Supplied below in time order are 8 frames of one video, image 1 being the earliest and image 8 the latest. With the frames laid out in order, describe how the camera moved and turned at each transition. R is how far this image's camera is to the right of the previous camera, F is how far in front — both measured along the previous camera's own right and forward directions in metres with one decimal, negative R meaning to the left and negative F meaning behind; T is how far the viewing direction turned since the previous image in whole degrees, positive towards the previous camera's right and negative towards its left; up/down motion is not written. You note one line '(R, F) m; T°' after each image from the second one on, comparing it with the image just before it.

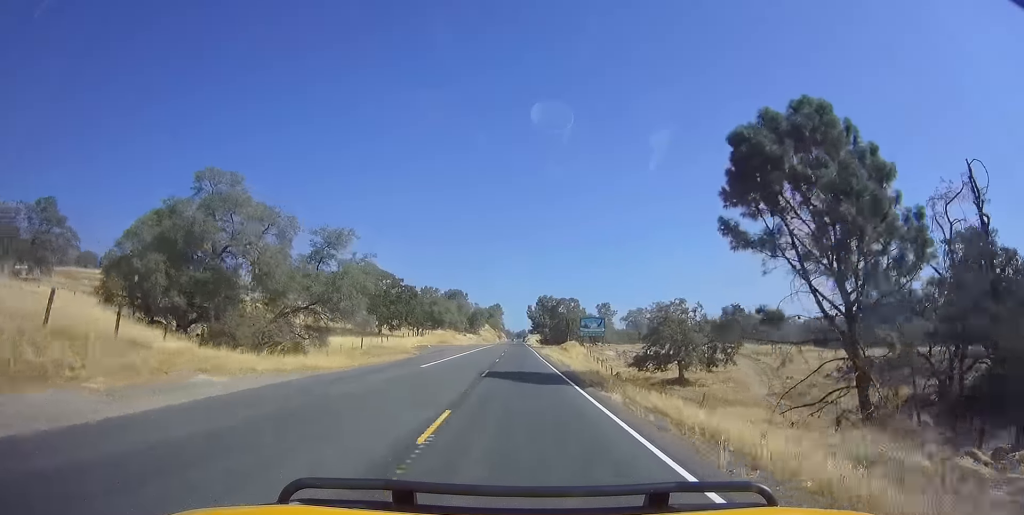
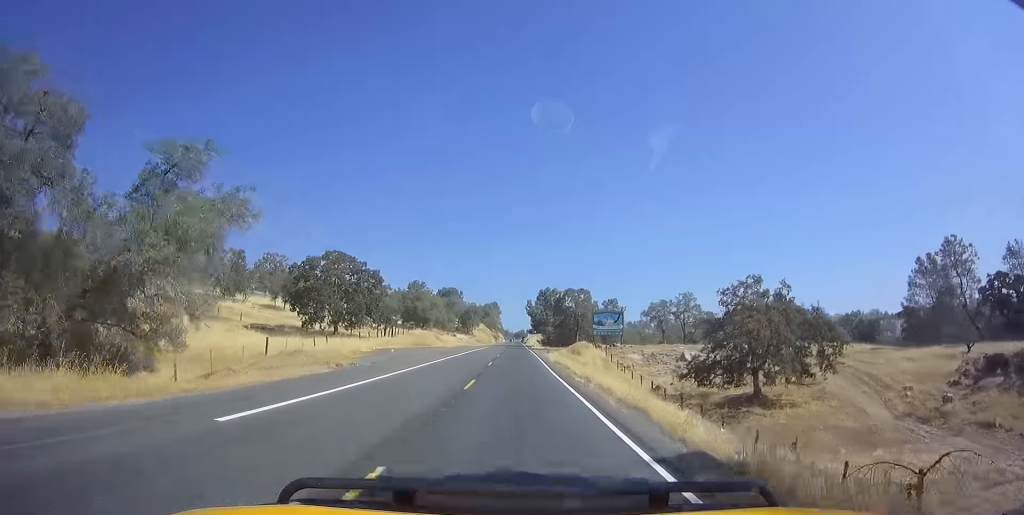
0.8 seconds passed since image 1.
(0.0, +19.7) m; 0°
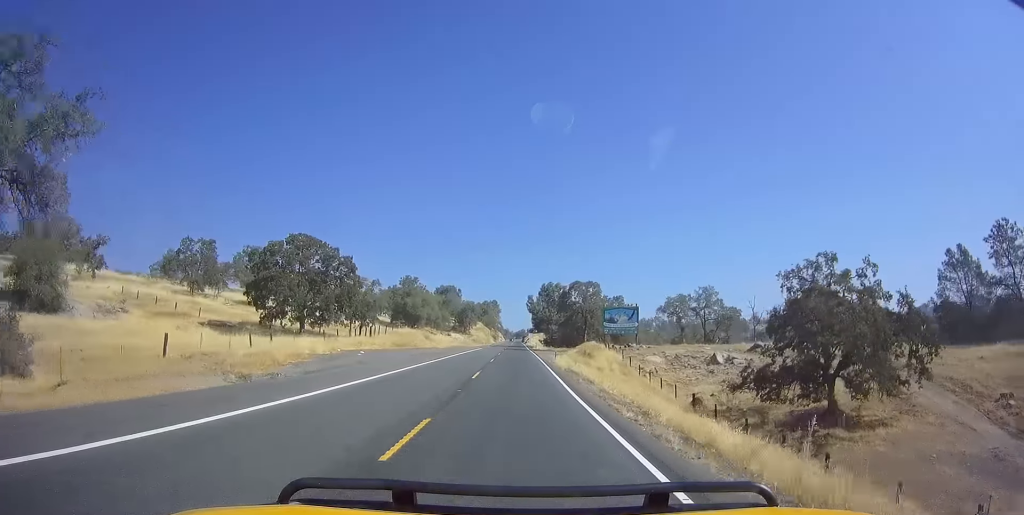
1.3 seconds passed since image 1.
(0.0, +10.3) m; 0°
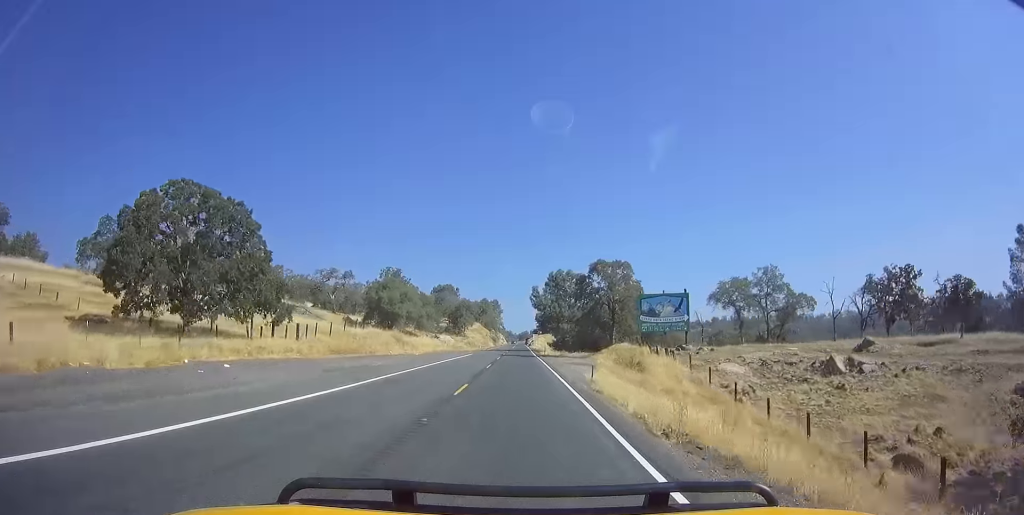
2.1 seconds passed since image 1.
(0.0, +20.7) m; 0°
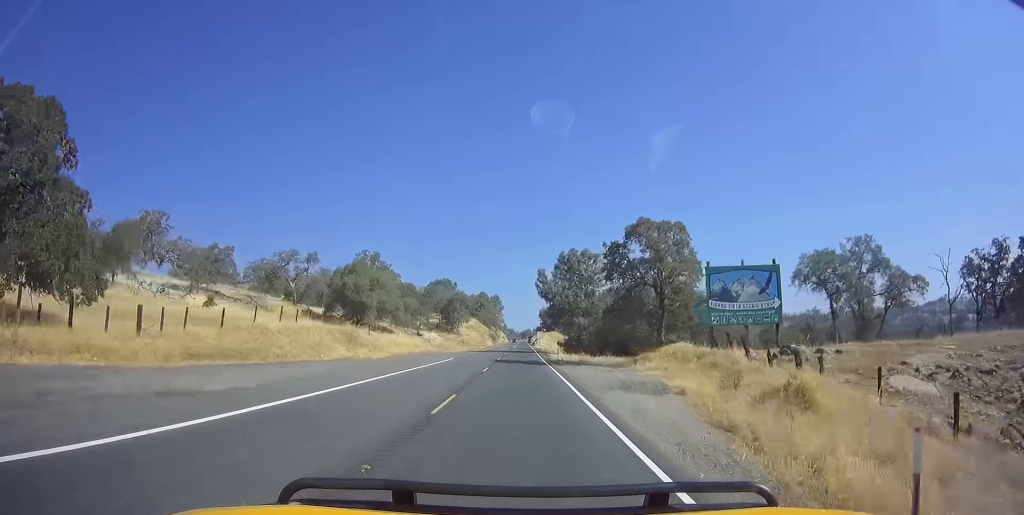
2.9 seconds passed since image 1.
(0.0, +18.5) m; 0°
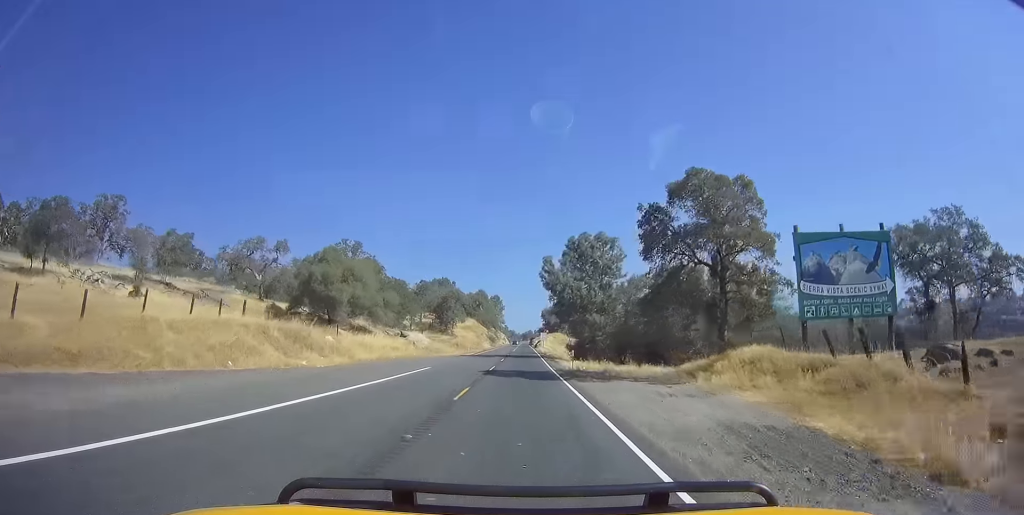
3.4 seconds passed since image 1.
(0.0, +11.3) m; 0°
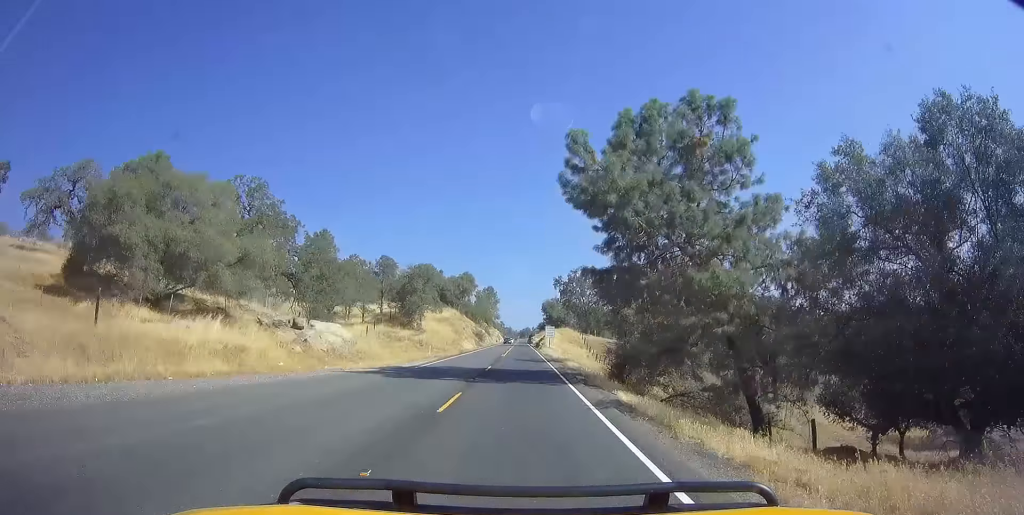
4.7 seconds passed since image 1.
(+0.5, +31.8) m; +1°
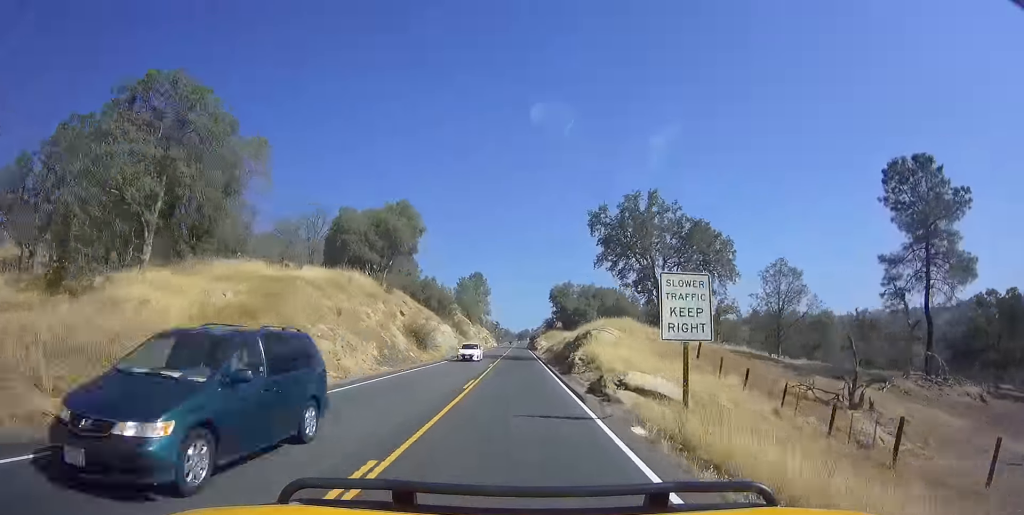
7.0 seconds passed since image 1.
(-0.8, +58.2) m; 0°
